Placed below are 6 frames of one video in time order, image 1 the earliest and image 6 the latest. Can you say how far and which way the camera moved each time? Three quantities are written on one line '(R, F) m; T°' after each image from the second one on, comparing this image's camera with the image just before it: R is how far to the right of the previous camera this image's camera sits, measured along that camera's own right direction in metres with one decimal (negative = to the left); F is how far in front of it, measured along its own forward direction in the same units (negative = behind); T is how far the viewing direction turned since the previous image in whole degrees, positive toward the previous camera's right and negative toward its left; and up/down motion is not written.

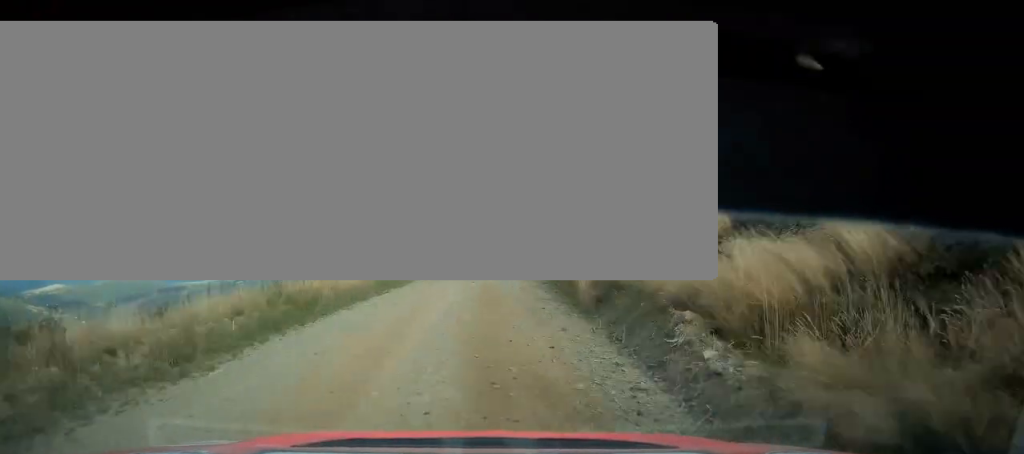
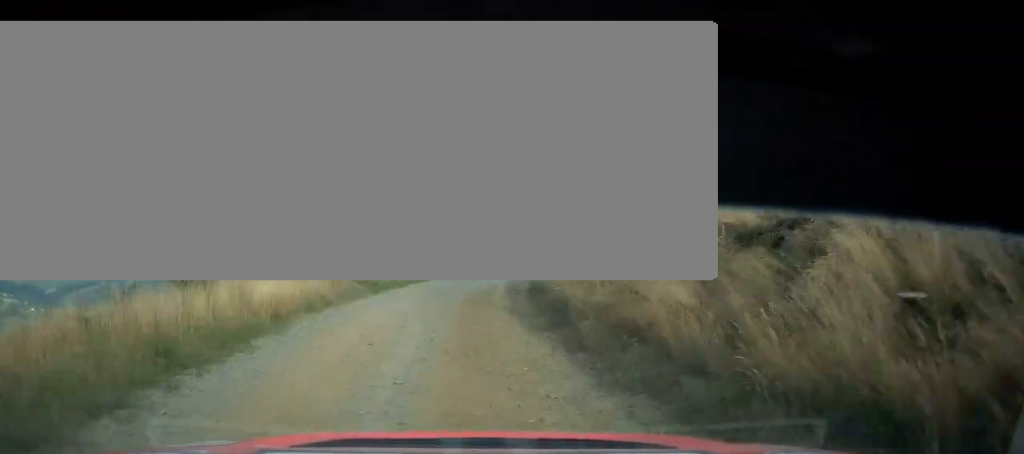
(+1.0, +20.1) m; +5°
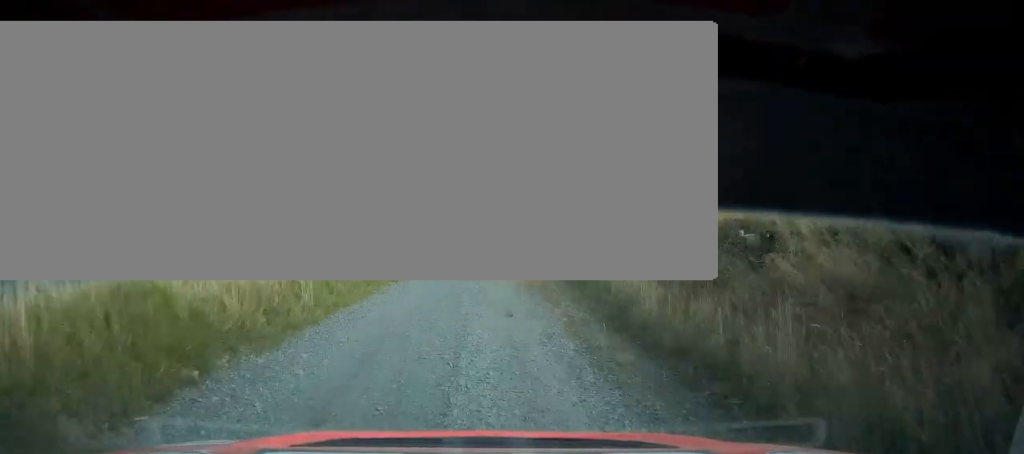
(+3.4, +36.5) m; +10°
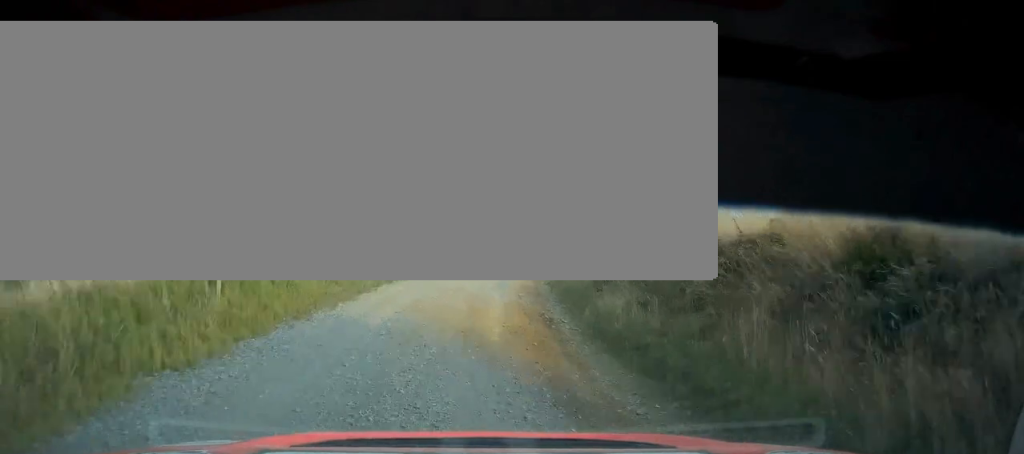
(+0.5, +8.7) m; +2°
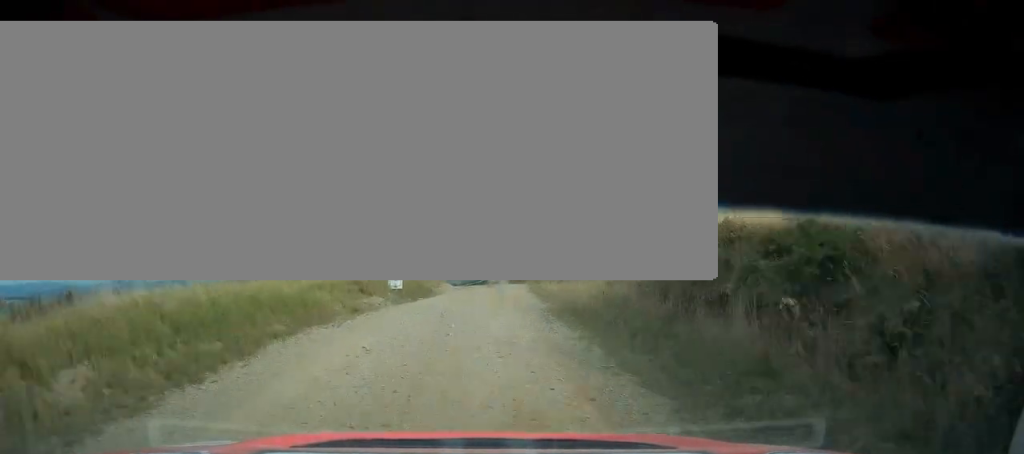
(+0.5, +22.1) m; +6°
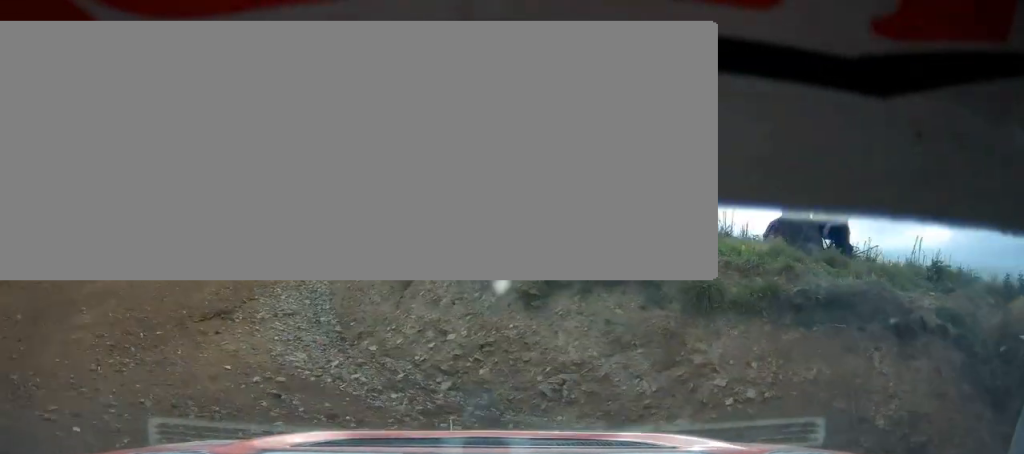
(+24.3, +10.6) m; +101°
